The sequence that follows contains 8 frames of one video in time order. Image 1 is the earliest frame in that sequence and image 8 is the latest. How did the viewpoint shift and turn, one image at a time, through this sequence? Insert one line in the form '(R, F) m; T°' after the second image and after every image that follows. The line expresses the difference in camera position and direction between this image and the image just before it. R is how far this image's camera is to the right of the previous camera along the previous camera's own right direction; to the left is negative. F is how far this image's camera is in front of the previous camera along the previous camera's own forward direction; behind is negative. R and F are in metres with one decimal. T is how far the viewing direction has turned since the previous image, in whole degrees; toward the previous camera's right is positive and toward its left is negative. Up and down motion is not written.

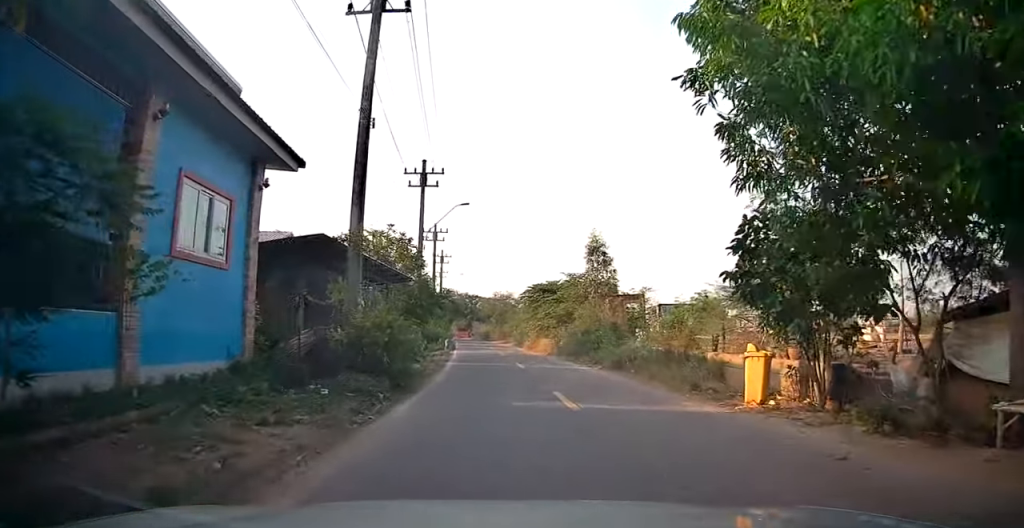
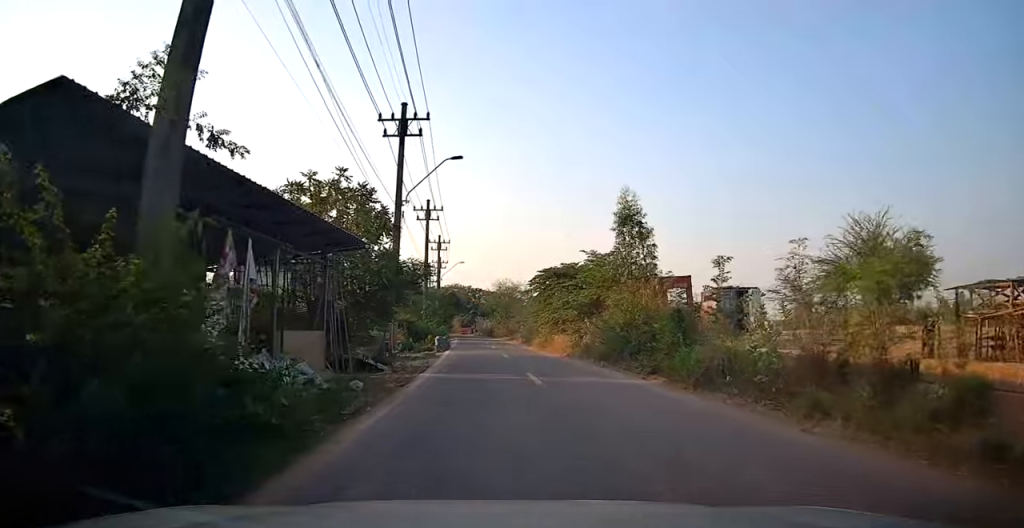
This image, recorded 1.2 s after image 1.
(0.0, +8.4) m; 0°
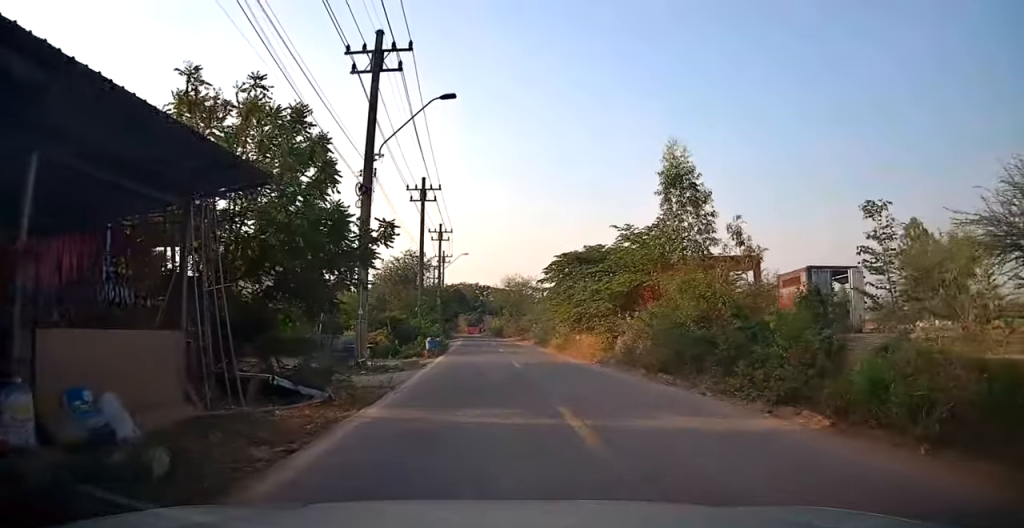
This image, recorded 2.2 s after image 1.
(0.0, +6.9) m; 0°
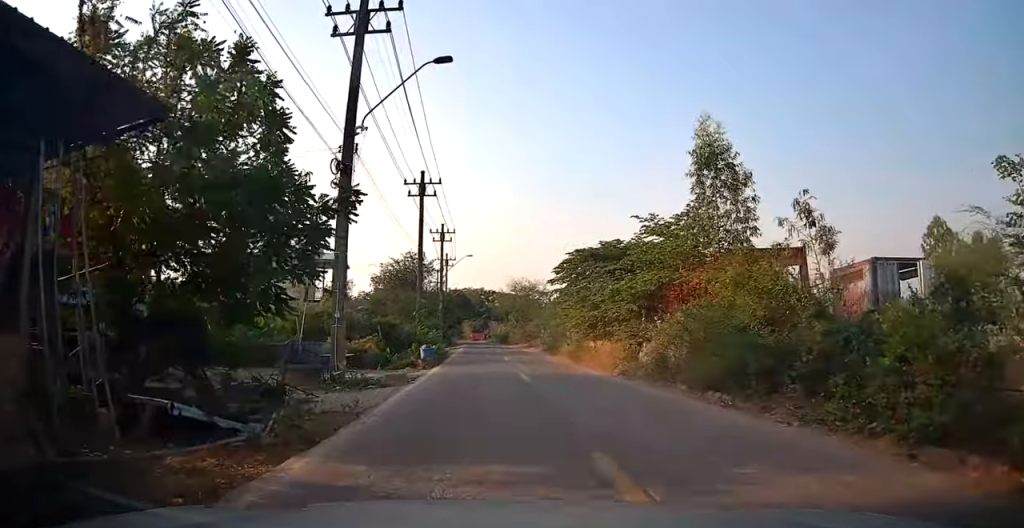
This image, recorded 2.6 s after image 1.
(0.0, +3.1) m; 0°
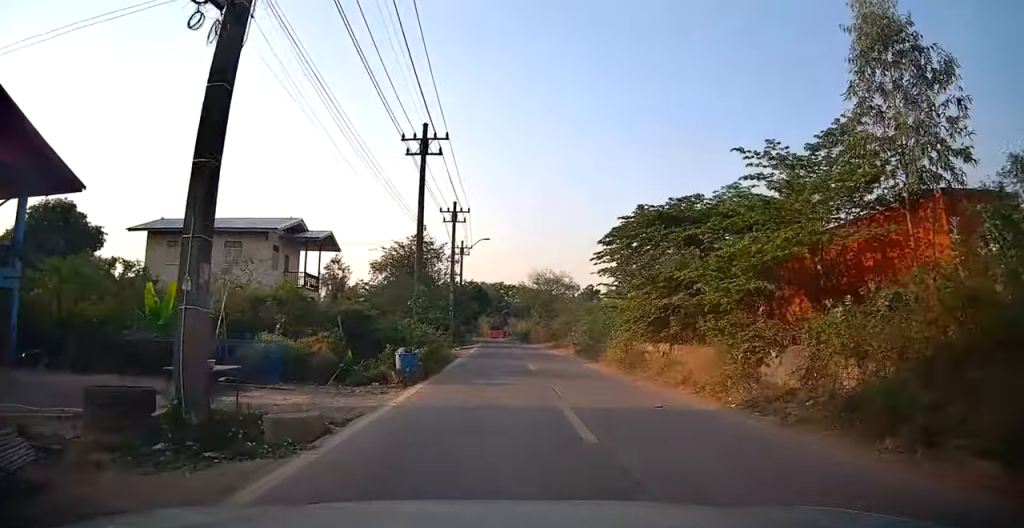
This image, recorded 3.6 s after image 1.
(0.0, +8.2) m; -1°
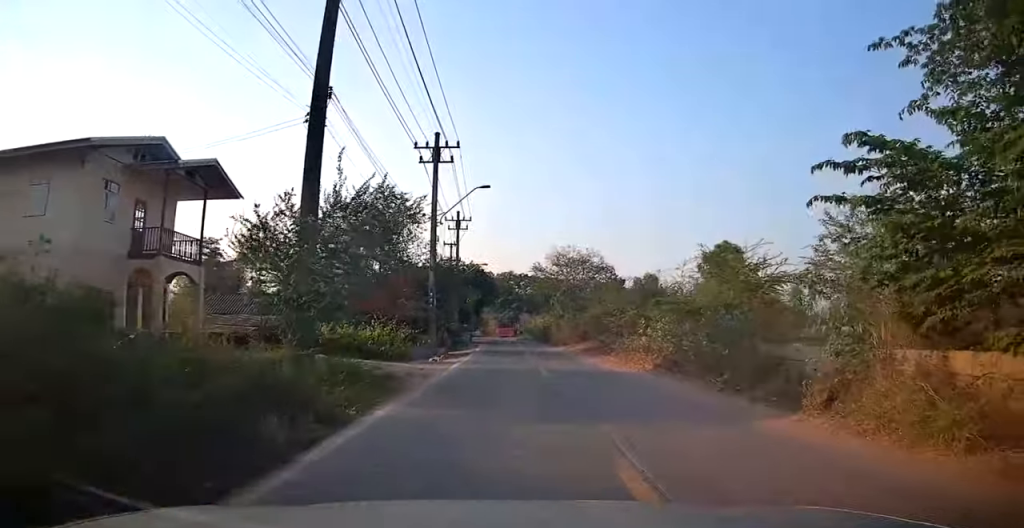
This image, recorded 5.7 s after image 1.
(-1.8, +16.2) m; -11°
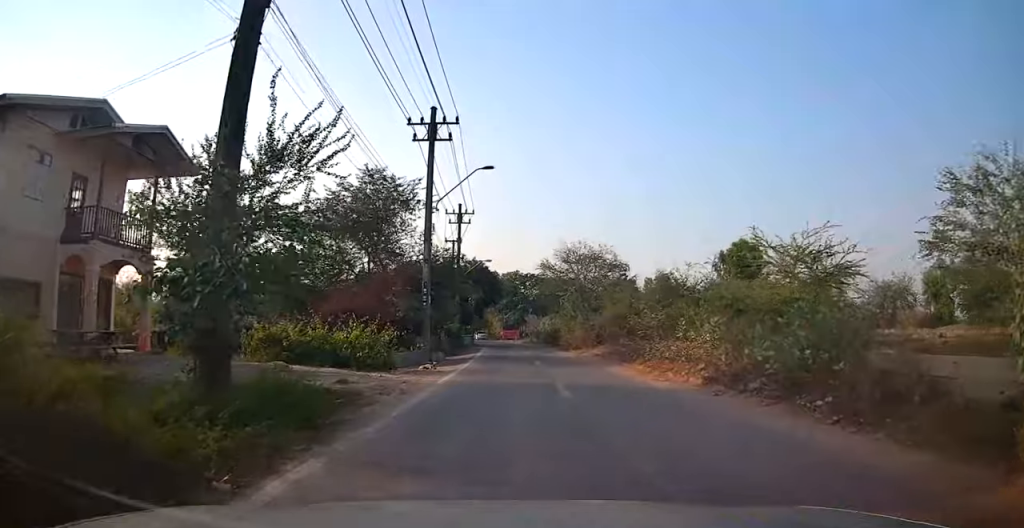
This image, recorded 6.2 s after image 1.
(-0.1, +4.0) m; +3°
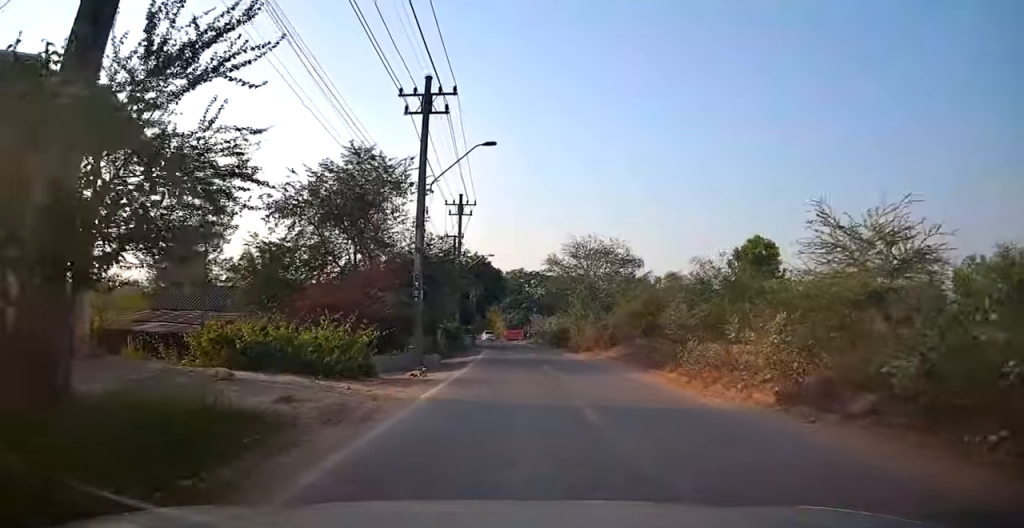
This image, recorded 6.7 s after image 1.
(-0.1, +3.4) m; +3°
